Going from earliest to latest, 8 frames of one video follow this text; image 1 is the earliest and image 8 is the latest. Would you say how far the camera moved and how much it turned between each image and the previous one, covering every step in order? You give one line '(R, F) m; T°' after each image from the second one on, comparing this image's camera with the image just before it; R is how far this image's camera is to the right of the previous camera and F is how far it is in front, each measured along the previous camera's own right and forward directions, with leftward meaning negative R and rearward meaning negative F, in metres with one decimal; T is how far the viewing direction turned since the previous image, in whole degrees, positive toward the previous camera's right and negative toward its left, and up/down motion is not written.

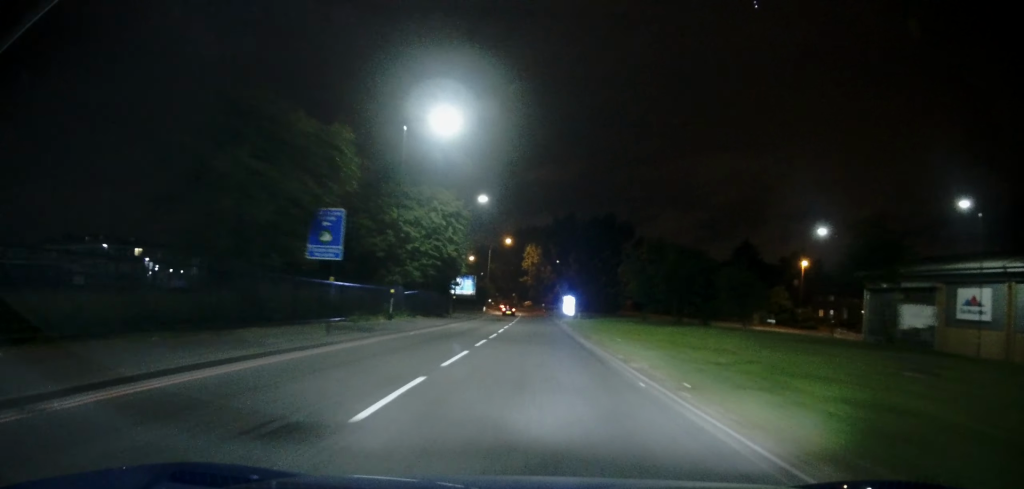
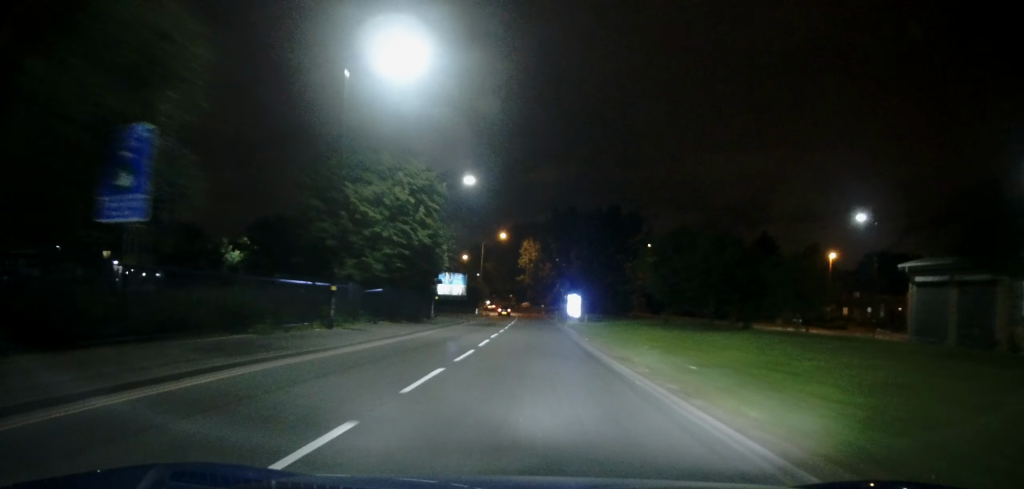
(-0.2, +10.2) m; 0°
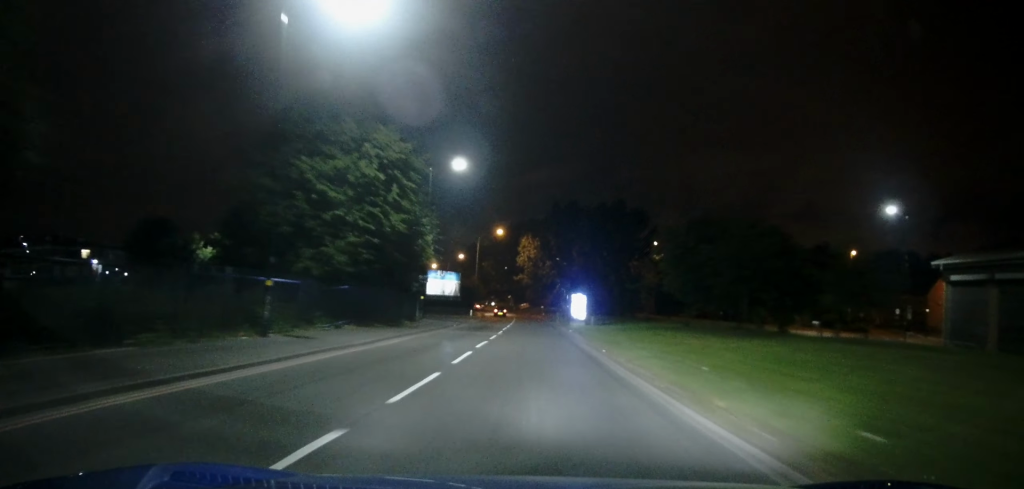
(-0.1, +6.3) m; 0°
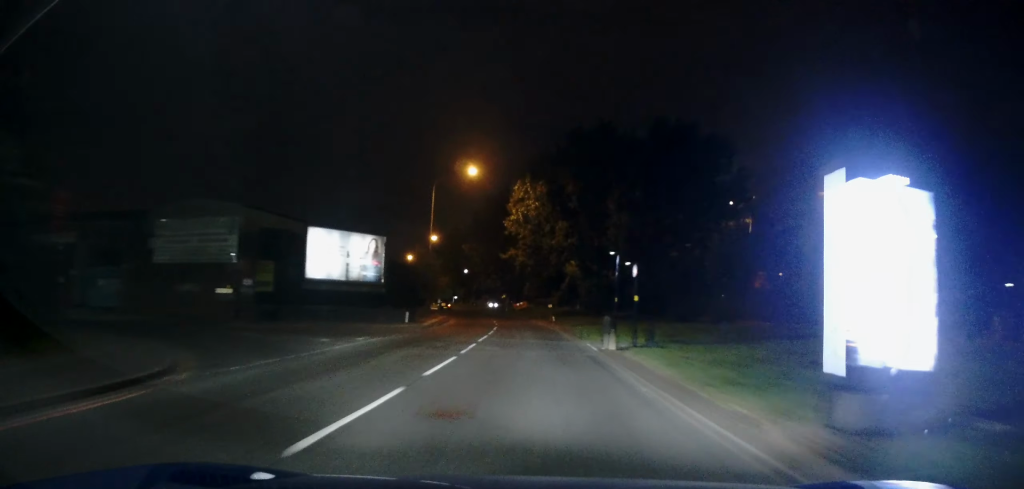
(+0.2, +38.9) m; 0°
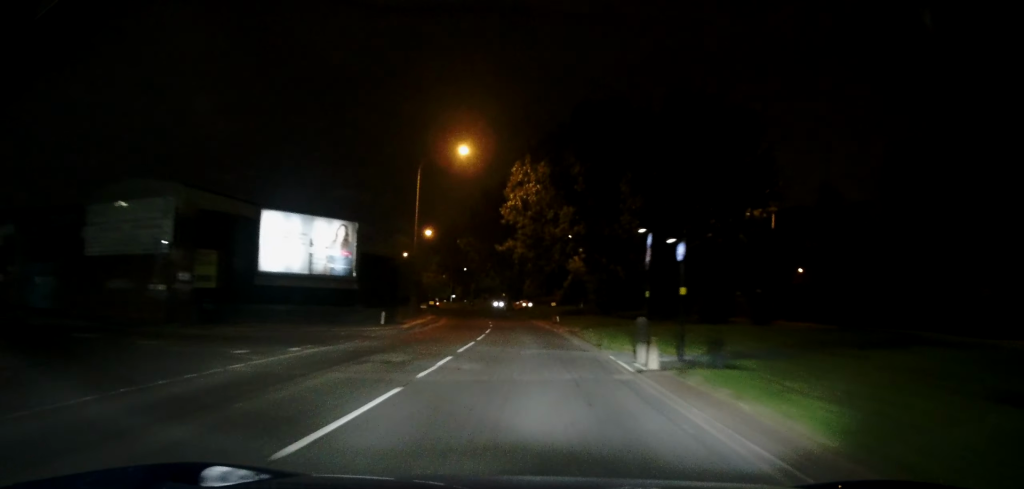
(0.0, +6.2) m; 0°
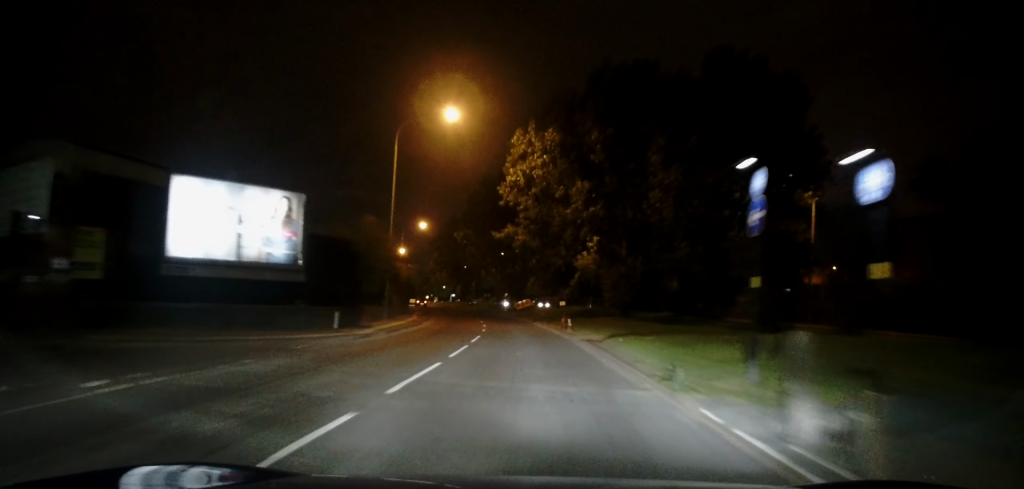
(-0.1, +8.0) m; -1°
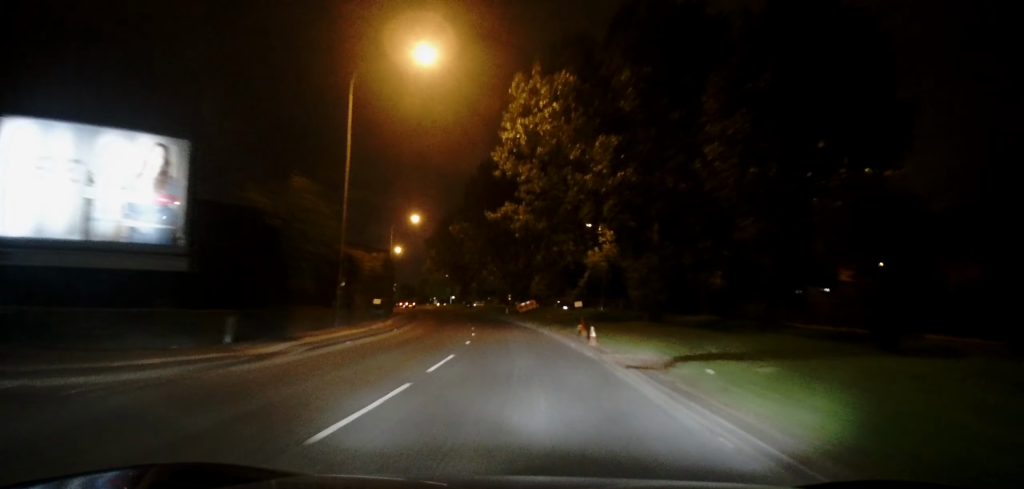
(0.0, +8.9) m; -1°
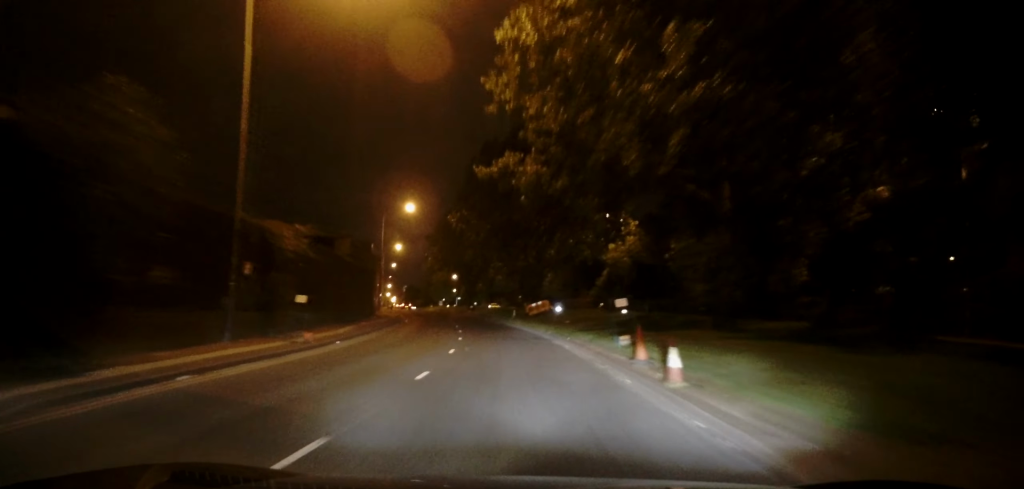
(0.0, +9.8) m; -2°
